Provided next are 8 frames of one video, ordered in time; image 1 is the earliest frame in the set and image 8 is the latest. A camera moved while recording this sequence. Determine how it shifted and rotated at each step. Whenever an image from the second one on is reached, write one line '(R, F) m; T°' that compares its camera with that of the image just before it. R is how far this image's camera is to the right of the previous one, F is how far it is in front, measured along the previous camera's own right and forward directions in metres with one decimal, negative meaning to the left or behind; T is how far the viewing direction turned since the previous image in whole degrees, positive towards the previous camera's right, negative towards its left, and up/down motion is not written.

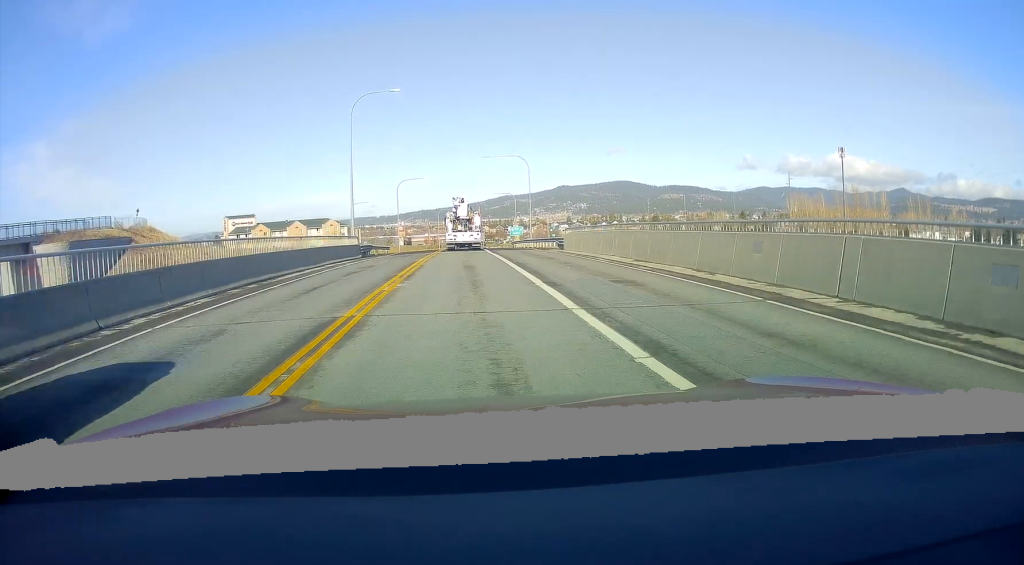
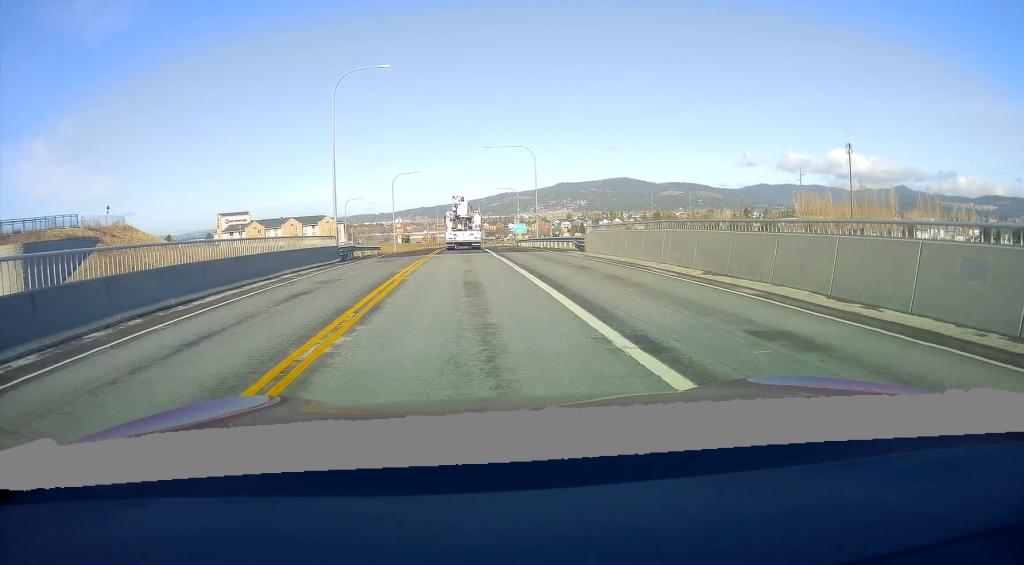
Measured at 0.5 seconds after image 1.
(+0.1, +7.4) m; 0°
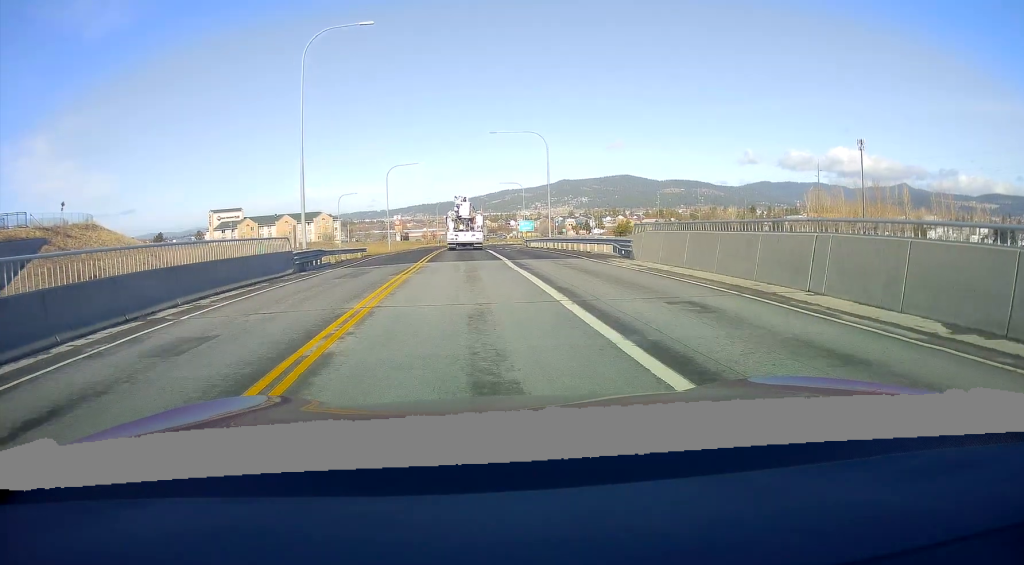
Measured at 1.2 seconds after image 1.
(0.0, +9.7) m; -1°
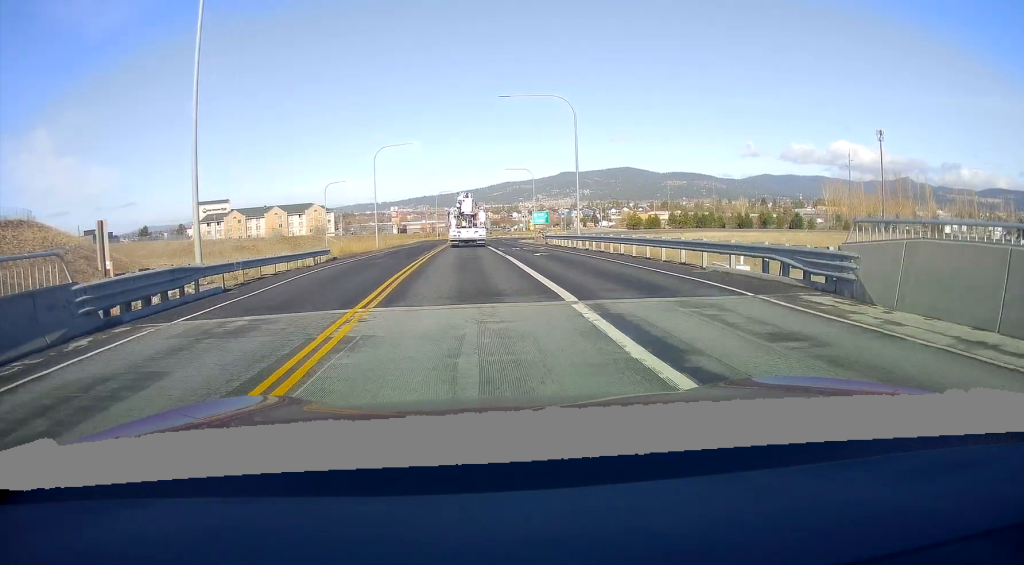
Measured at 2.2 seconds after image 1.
(-0.2, +14.9) m; -1°
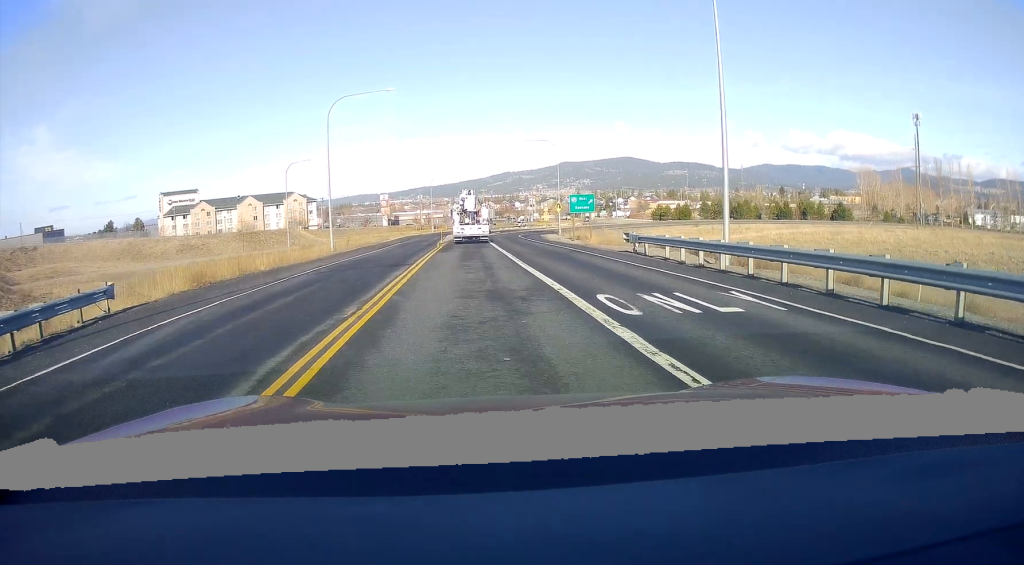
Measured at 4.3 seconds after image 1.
(+0.4, +28.7) m; +2°
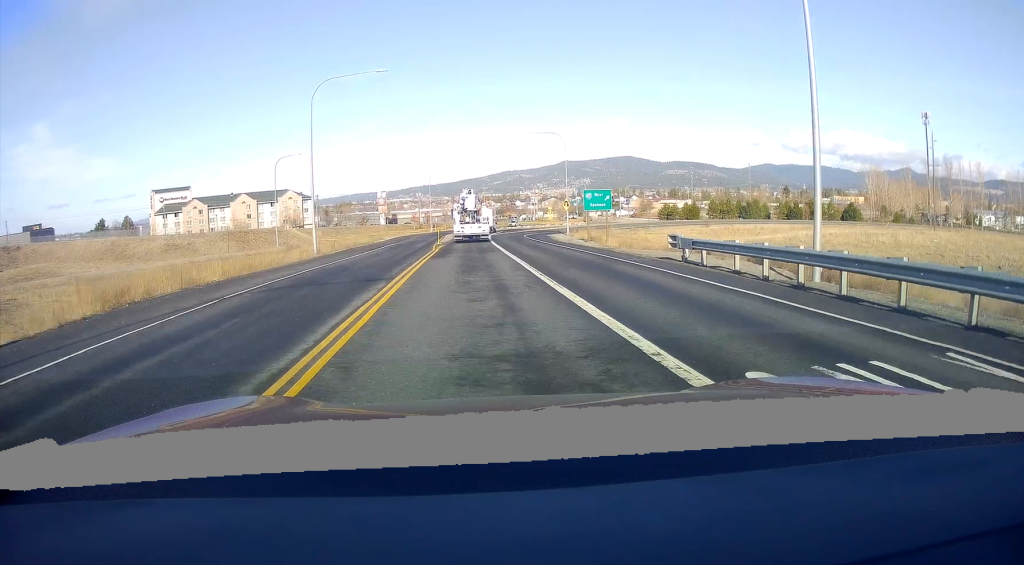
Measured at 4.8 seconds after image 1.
(0.0, +6.2) m; 0°
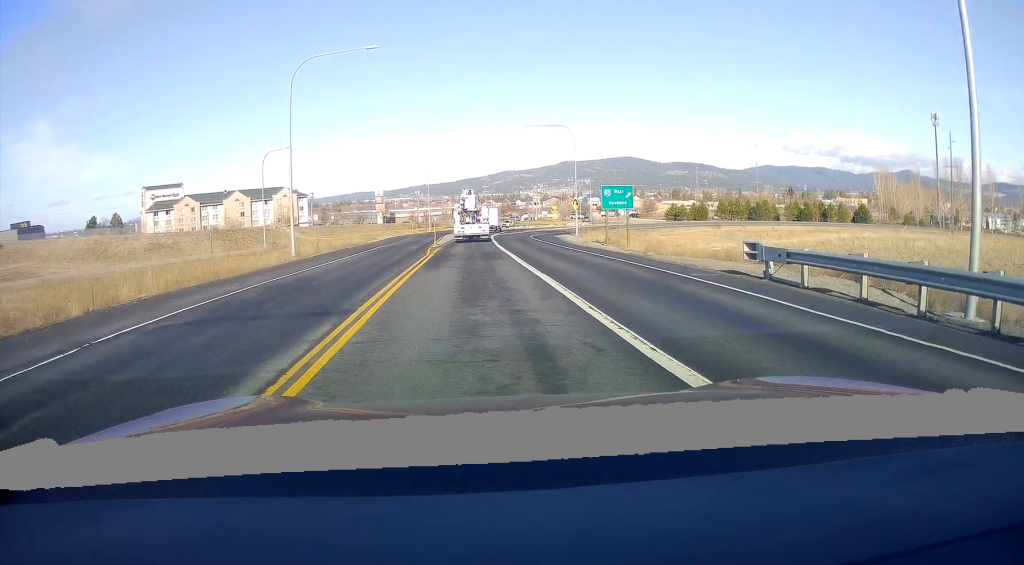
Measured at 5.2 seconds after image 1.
(0.0, +6.0) m; -1°
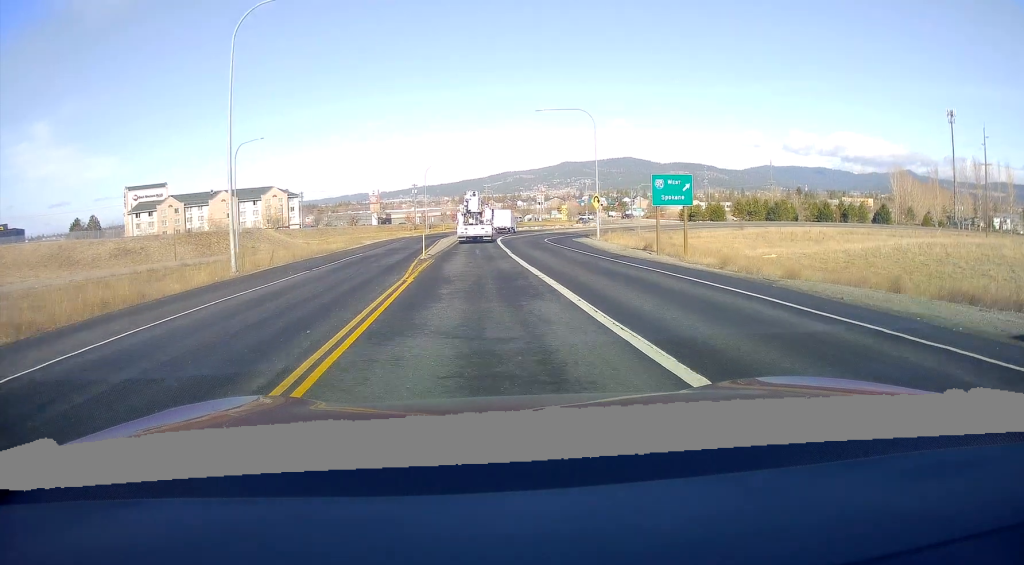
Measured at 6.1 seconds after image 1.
(-0.1, +11.4) m; -1°
